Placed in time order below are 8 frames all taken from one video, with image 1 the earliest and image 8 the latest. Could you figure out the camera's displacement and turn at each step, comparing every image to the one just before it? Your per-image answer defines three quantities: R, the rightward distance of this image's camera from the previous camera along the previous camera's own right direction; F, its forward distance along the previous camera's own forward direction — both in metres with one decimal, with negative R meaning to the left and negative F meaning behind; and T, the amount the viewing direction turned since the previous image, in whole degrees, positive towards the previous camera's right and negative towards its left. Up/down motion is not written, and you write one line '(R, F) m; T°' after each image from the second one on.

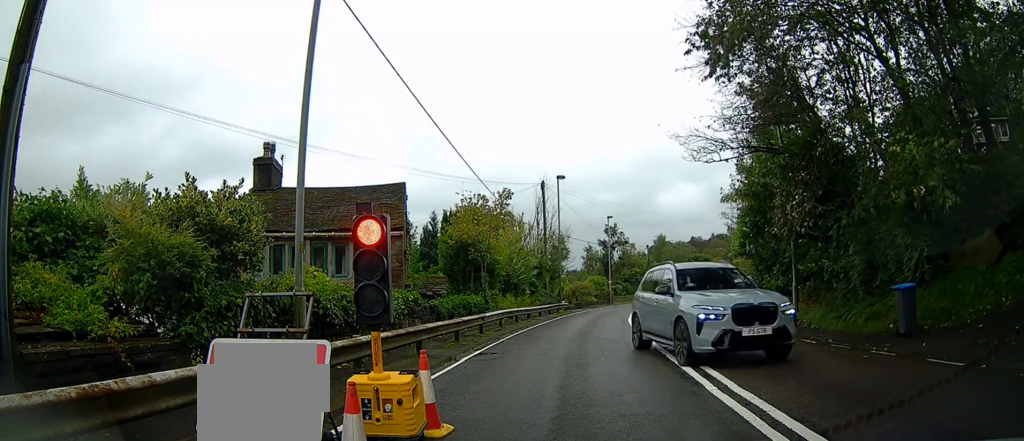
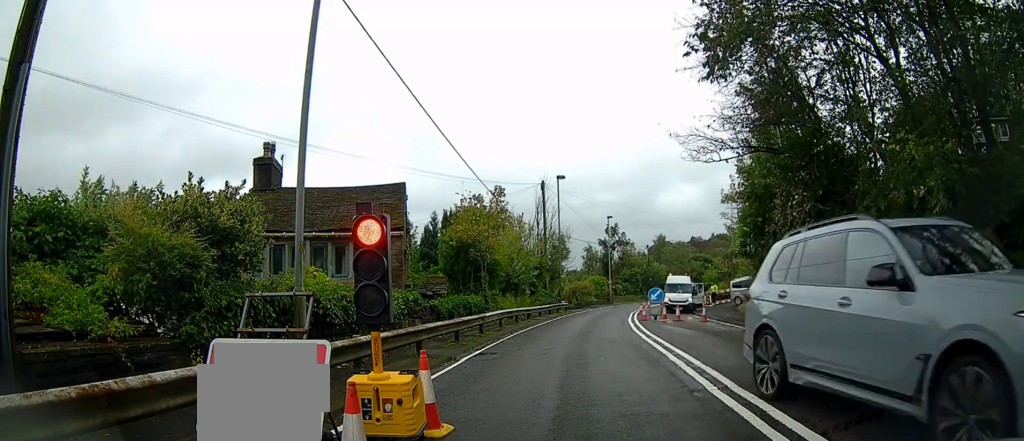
(0.0, 0.0) m; 0°
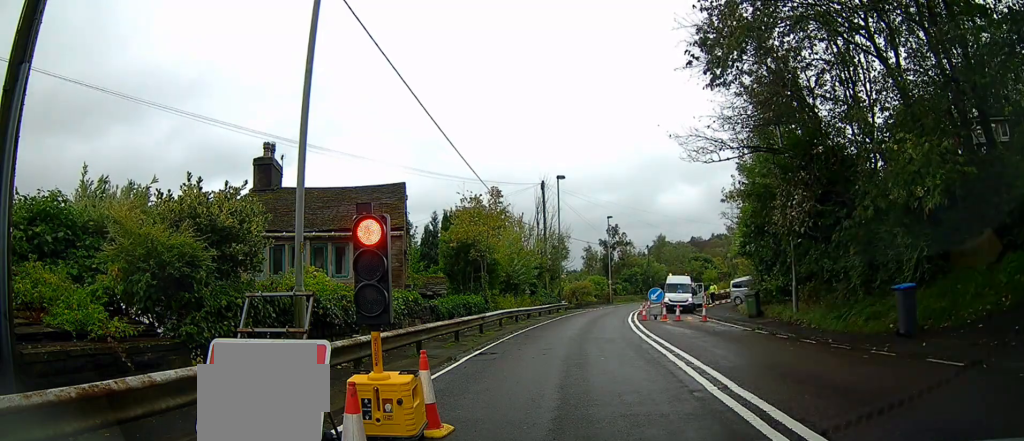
(0.0, 0.0) m; 0°
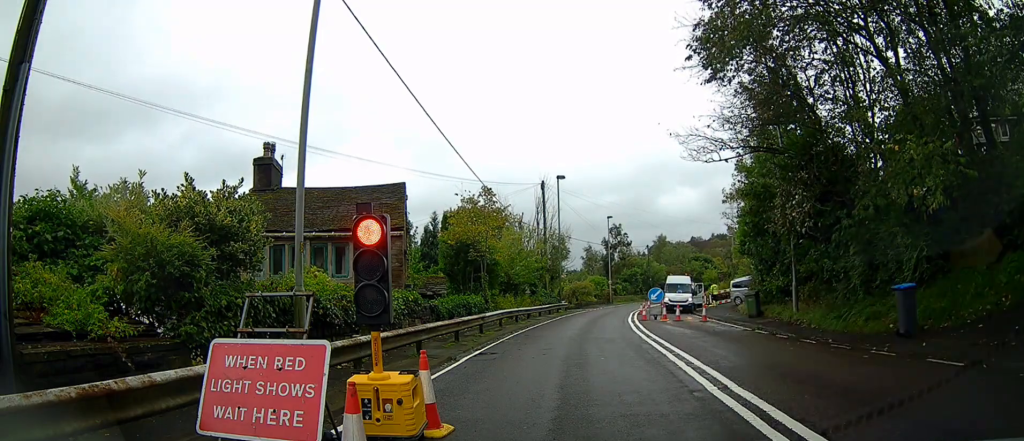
(0.0, 0.0) m; 0°
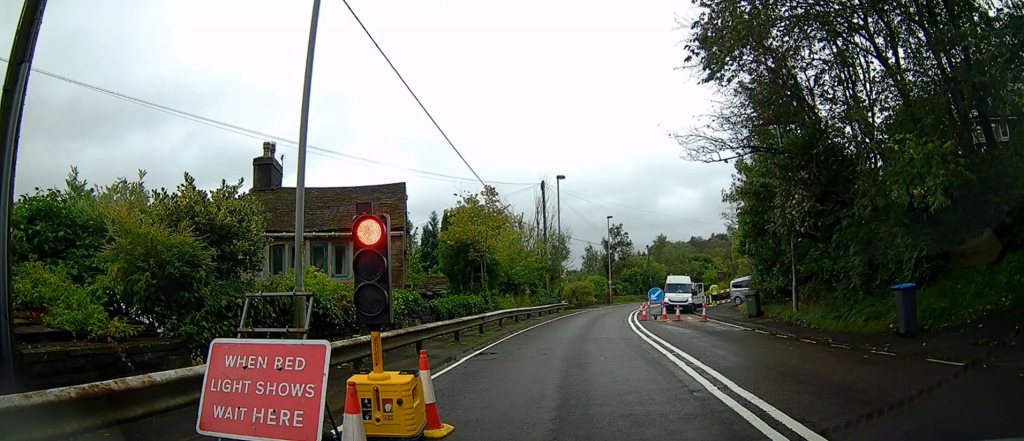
(0.0, 0.0) m; 0°
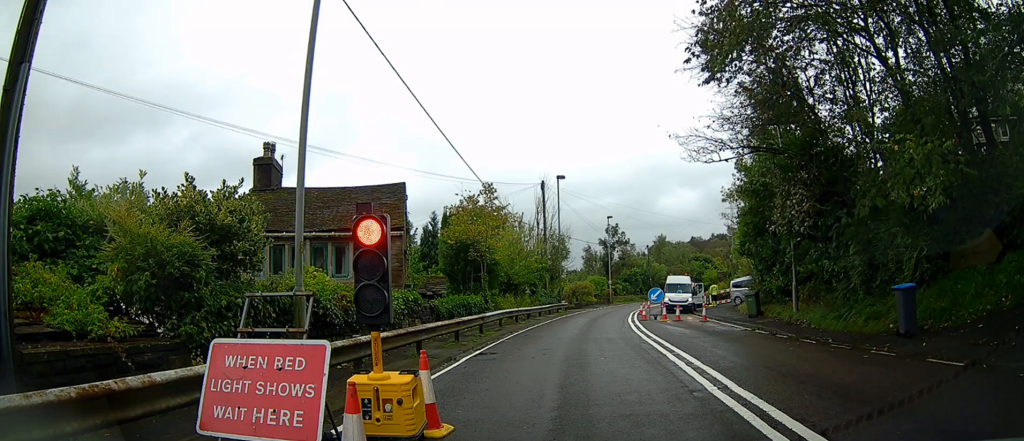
(0.0, 0.0) m; 0°
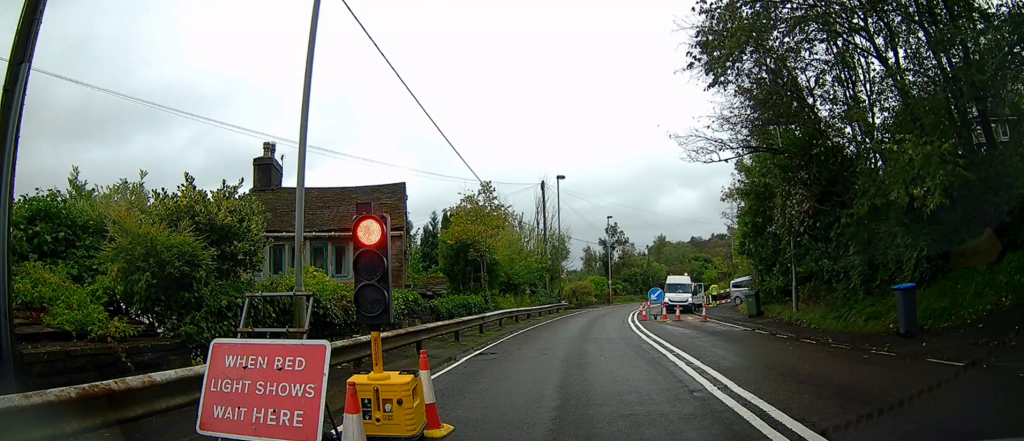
(0.0, 0.0) m; 0°
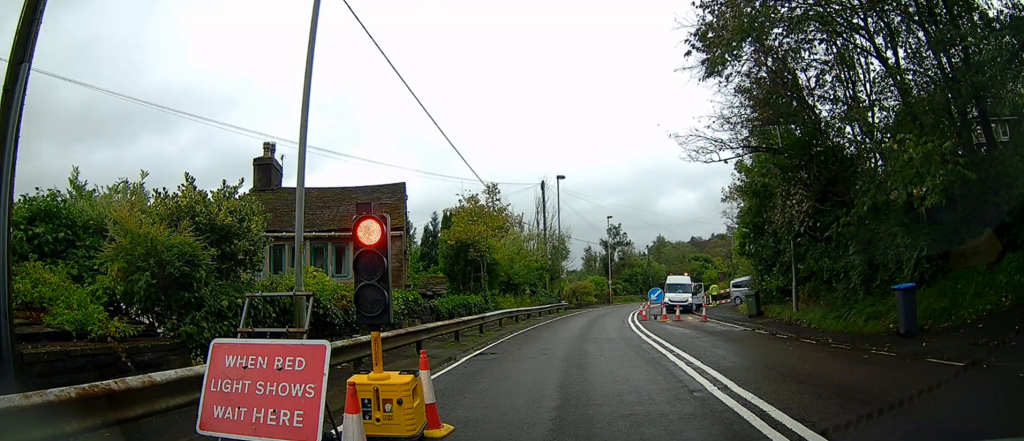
(0.0, 0.0) m; 0°
